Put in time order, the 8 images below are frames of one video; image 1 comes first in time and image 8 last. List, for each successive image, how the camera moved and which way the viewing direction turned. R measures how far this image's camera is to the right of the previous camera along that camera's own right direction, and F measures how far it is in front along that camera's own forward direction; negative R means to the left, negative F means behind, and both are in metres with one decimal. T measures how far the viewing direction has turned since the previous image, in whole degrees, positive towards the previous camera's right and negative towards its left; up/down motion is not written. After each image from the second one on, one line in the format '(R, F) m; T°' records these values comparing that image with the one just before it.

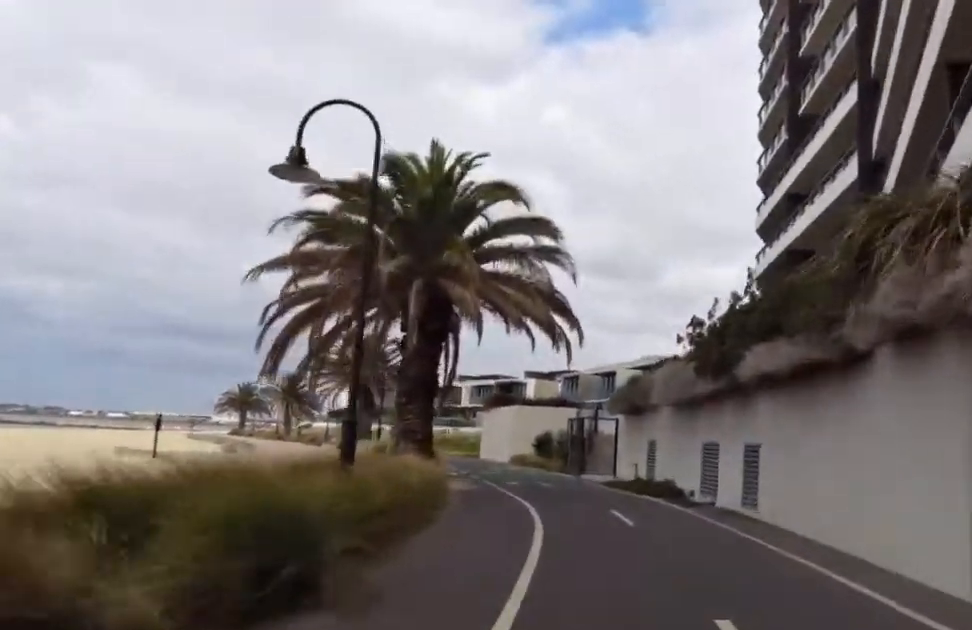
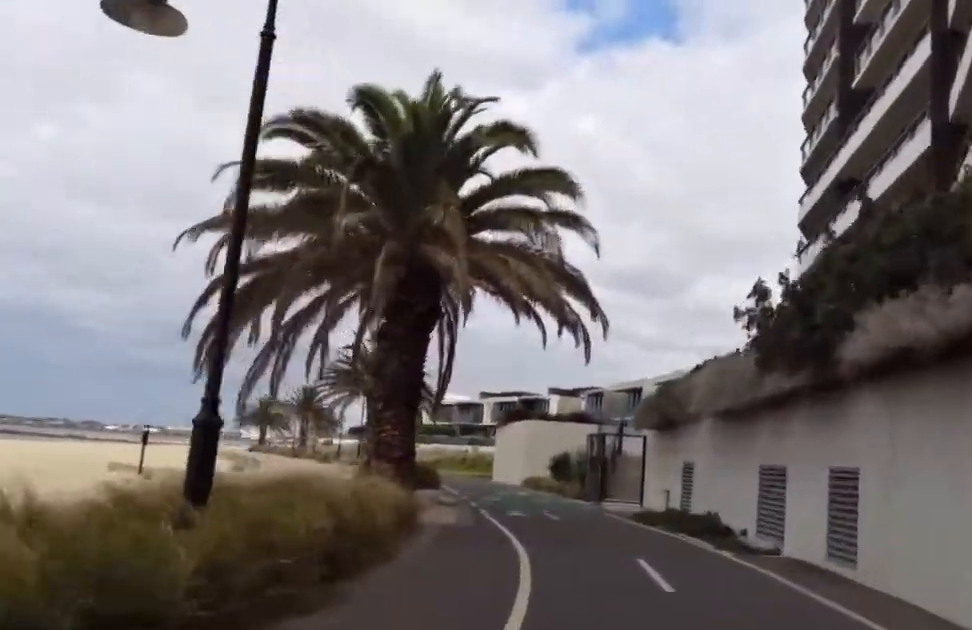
(-0.6, +3.7) m; -5°
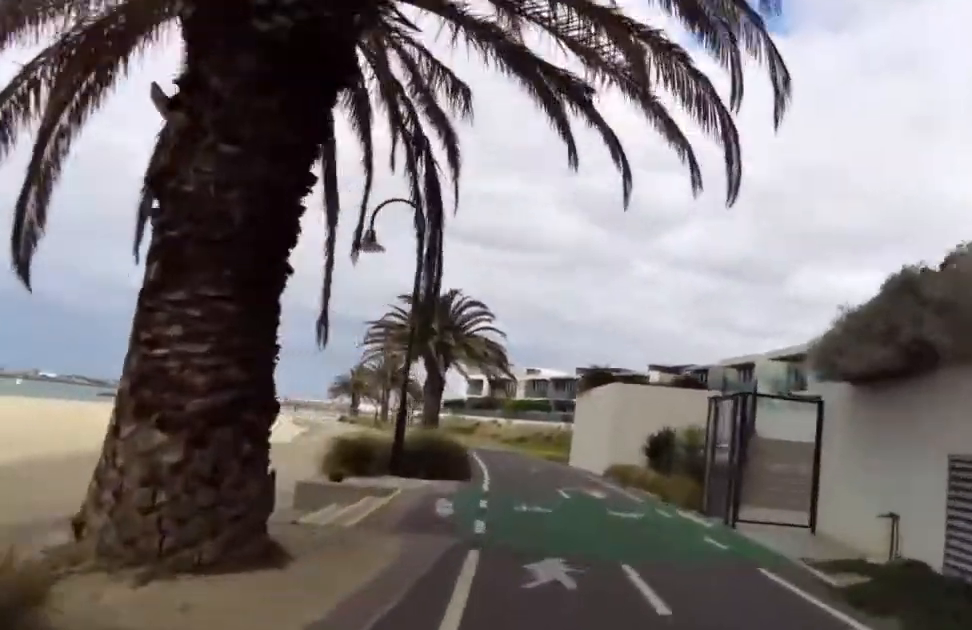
(-0.8, +9.2) m; -5°
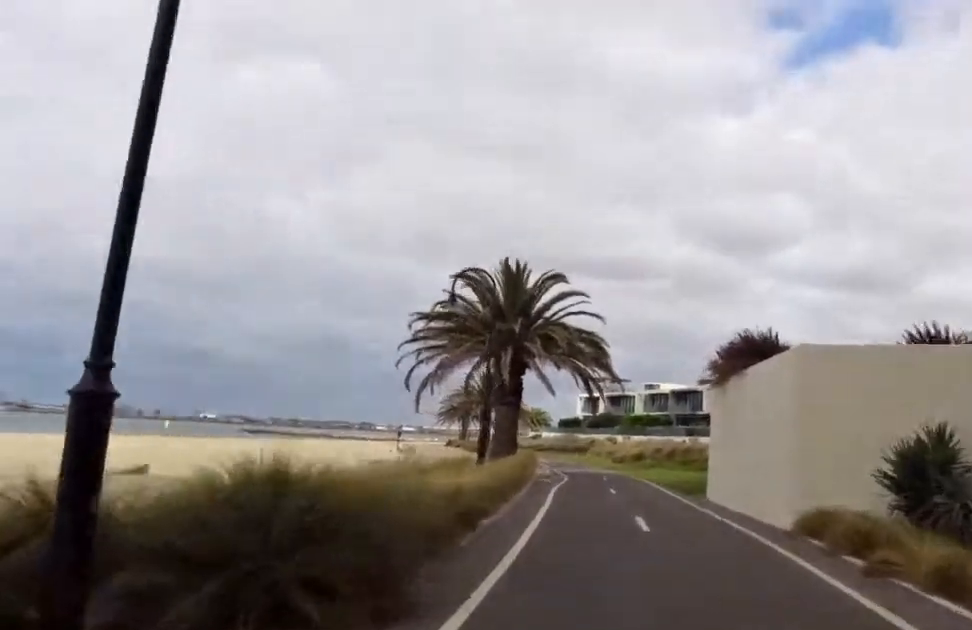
(0.0, +10.4) m; -1°
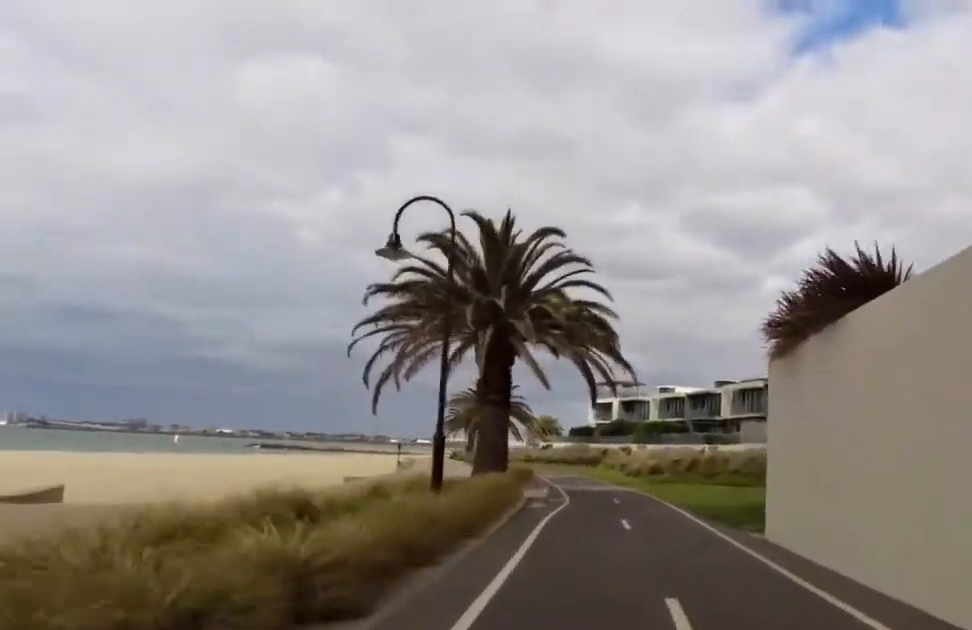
(-0.1, +5.1) m; -6°
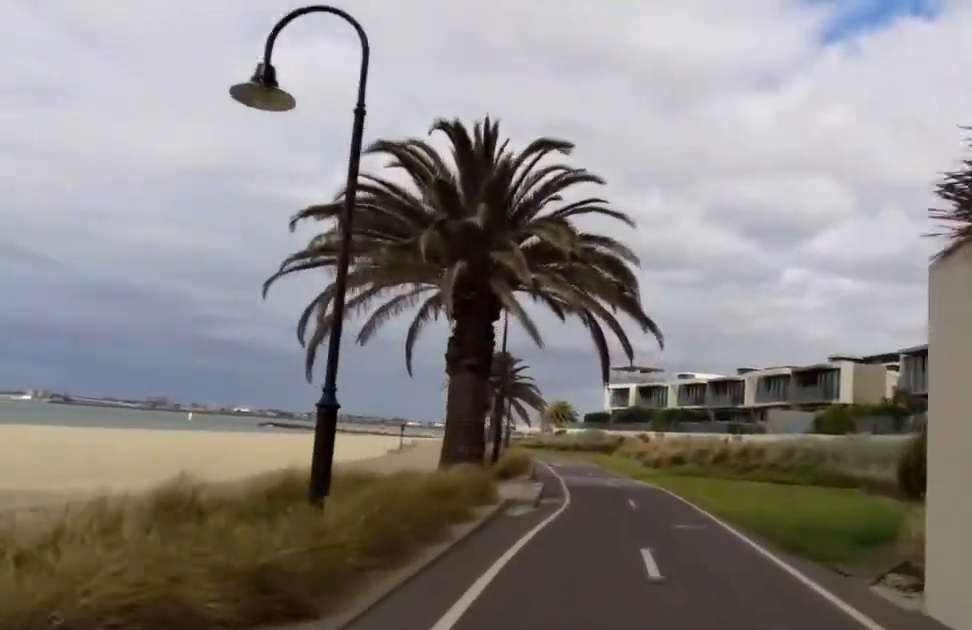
(-0.2, +5.2) m; -3°
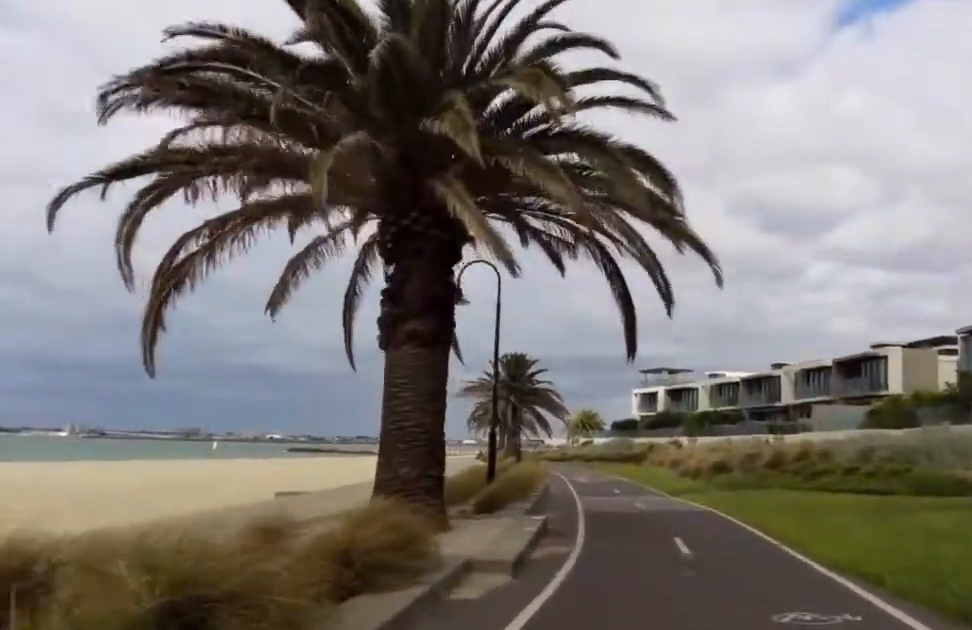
(-0.7, +5.6) m; 0°
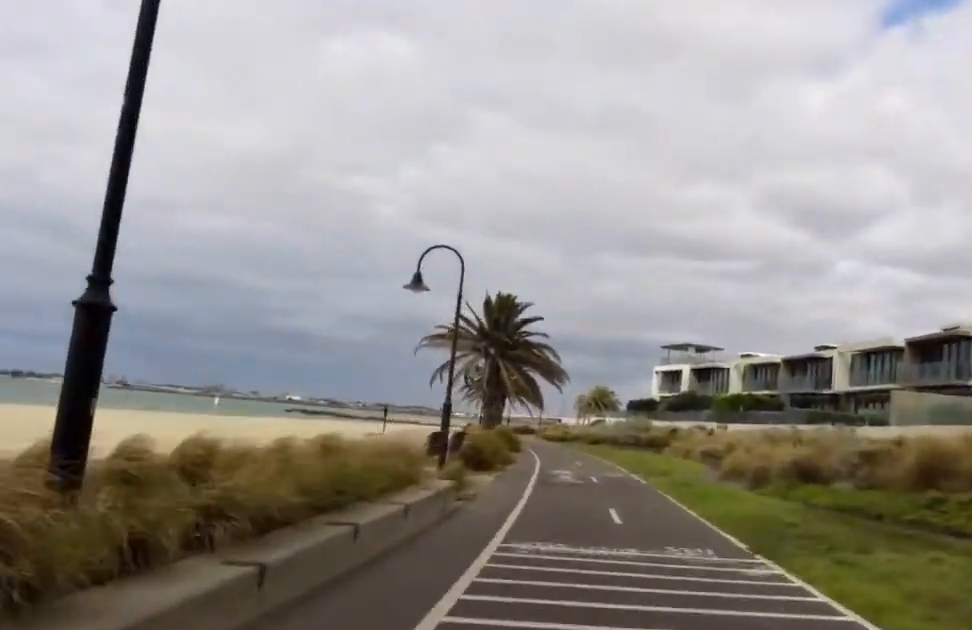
(+0.1, +12.8) m; -6°
